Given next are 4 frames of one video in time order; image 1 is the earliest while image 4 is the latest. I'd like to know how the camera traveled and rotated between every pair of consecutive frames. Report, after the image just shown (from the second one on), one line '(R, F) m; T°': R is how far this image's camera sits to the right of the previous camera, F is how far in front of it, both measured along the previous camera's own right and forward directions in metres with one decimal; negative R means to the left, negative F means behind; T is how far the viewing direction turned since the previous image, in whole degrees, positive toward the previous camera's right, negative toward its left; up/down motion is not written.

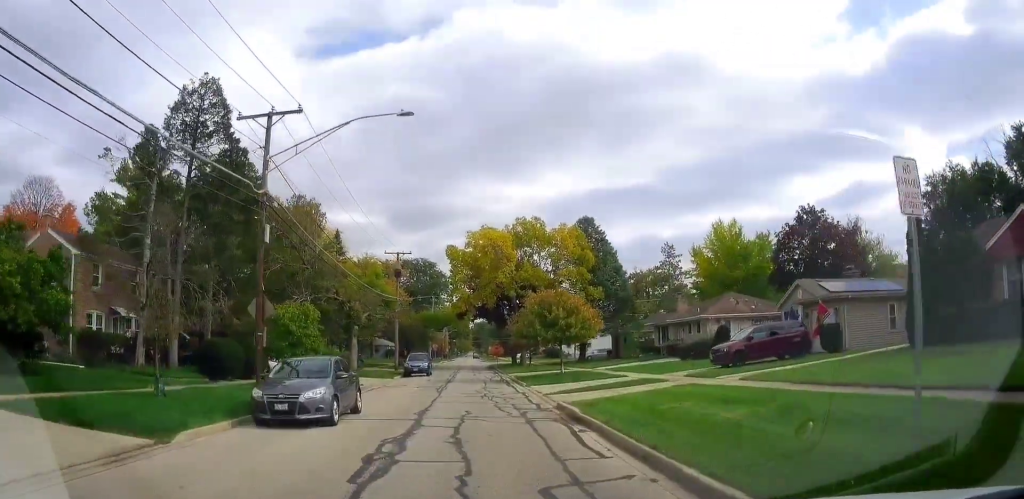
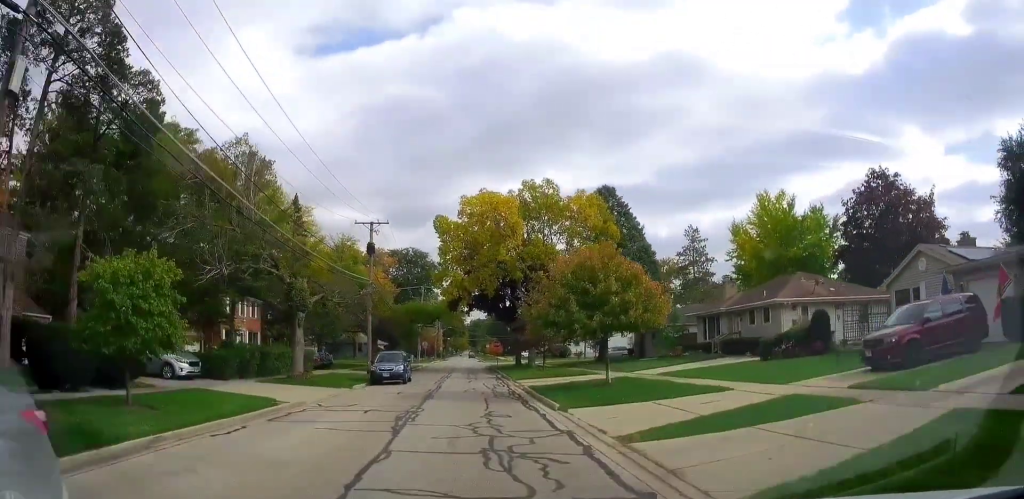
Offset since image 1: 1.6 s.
(0.0, +11.6) m; -3°
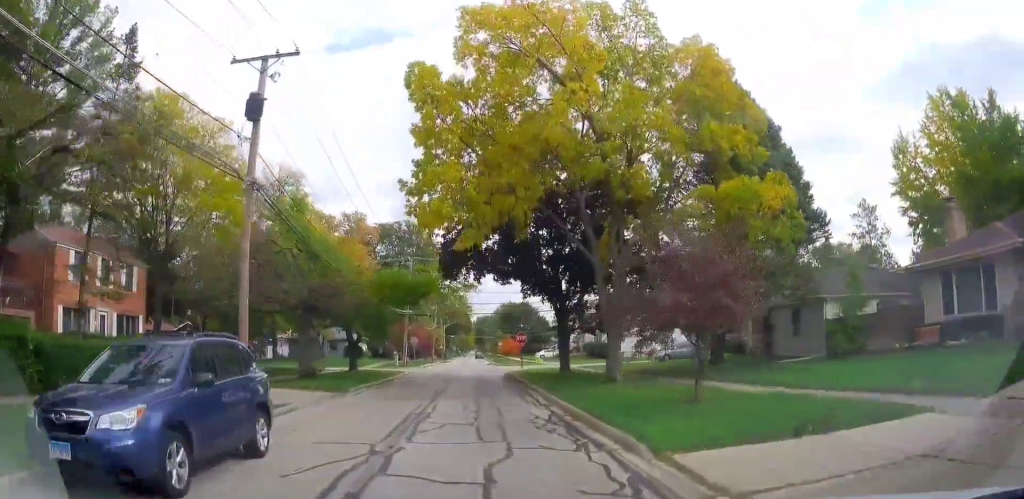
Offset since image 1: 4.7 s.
(+0.8, +23.5) m; +6°
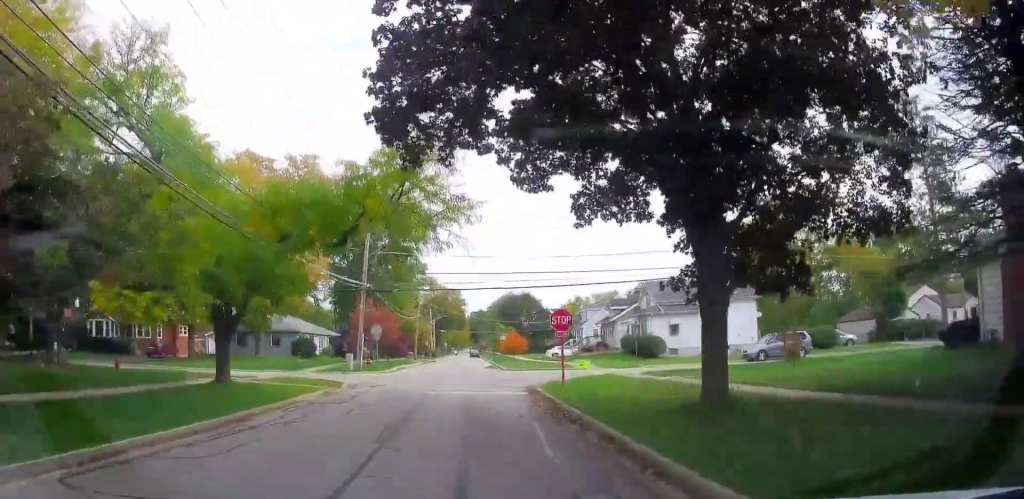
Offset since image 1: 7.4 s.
(0.0, +20.2) m; -1°
